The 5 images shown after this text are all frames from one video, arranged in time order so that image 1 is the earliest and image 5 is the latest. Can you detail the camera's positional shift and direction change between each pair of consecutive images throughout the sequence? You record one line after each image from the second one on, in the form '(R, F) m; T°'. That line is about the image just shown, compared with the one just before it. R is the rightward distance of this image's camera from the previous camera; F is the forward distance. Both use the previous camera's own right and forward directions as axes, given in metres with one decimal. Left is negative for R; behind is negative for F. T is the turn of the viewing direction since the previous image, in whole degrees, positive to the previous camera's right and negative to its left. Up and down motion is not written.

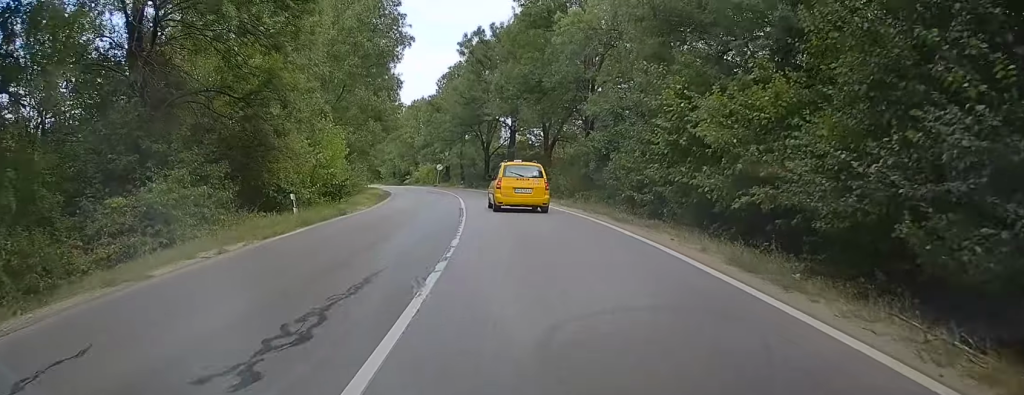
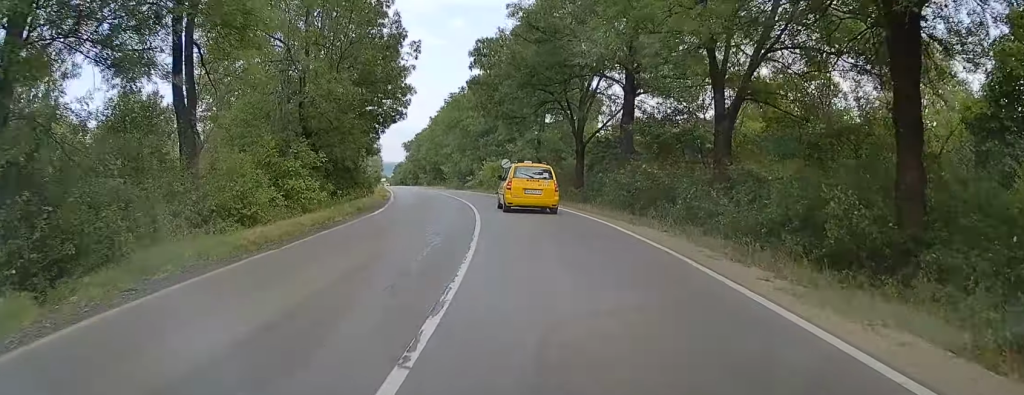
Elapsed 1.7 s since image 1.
(-2.1, +29.7) m; -6°
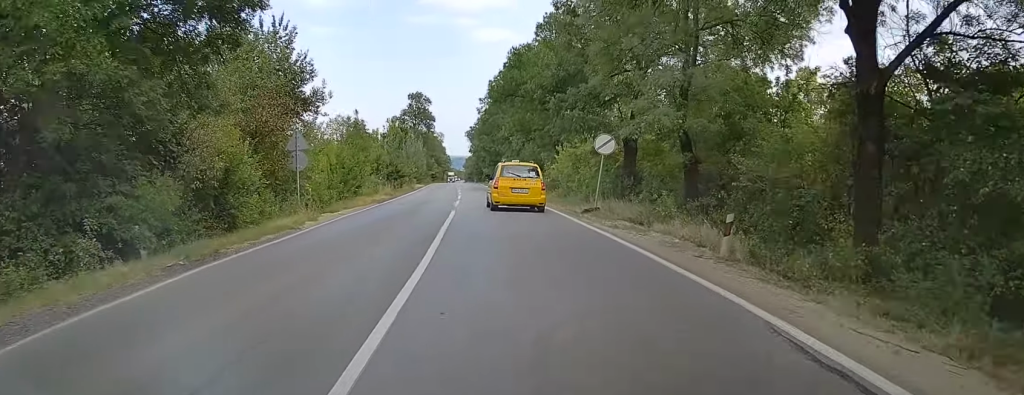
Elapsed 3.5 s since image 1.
(-1.7, +30.4) m; -7°
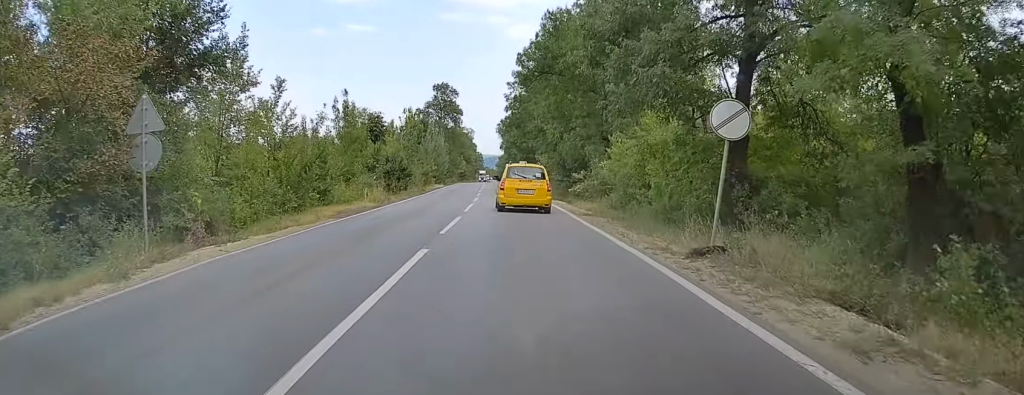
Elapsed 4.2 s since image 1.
(-0.4, +12.3) m; -3°
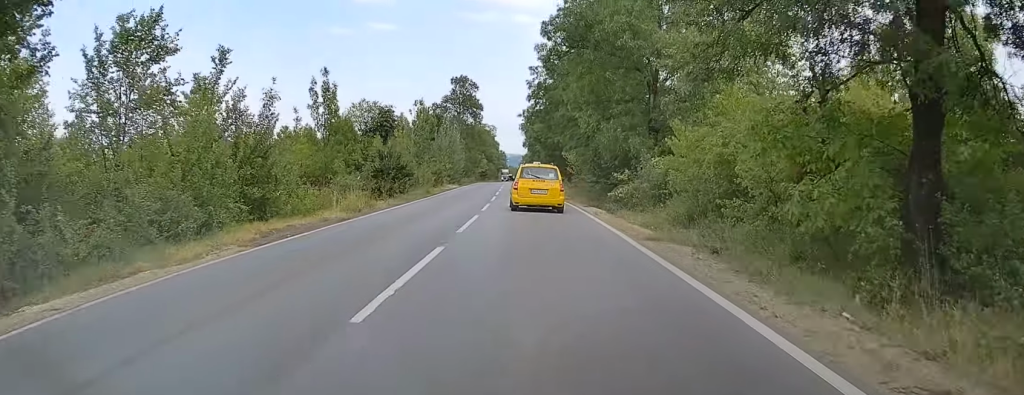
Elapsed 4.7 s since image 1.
(-0.2, +8.8) m; -2°
